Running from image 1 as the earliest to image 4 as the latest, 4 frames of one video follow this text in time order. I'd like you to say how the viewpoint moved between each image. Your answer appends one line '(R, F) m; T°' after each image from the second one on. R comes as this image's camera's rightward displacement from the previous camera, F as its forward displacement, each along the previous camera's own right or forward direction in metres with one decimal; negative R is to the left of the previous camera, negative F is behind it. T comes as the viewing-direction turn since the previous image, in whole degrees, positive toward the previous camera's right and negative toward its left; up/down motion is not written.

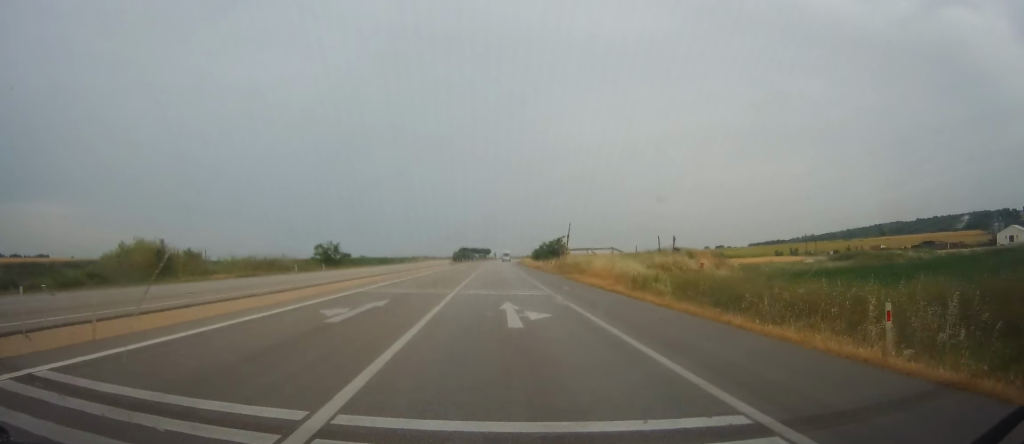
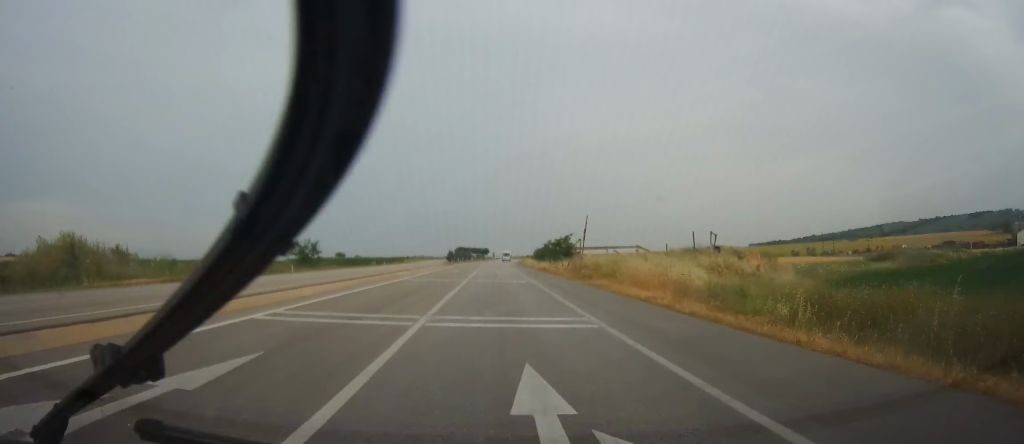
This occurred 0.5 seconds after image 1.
(-0.1, +11.6) m; 0°
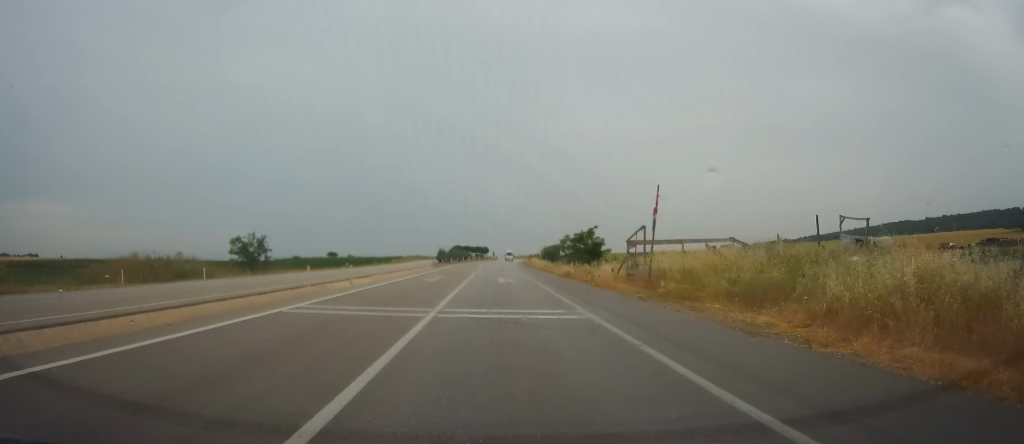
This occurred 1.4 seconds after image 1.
(0.0, +21.2) m; 0°
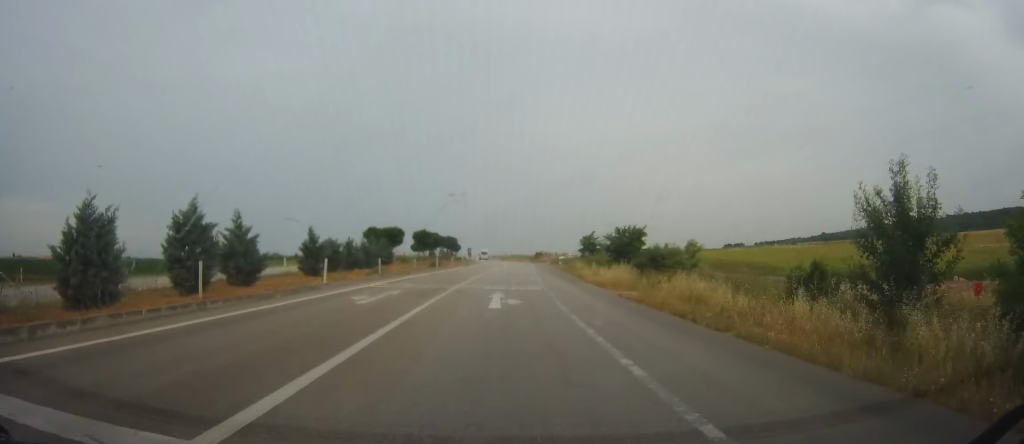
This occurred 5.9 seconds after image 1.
(+1.2, +107.2) m; -1°
